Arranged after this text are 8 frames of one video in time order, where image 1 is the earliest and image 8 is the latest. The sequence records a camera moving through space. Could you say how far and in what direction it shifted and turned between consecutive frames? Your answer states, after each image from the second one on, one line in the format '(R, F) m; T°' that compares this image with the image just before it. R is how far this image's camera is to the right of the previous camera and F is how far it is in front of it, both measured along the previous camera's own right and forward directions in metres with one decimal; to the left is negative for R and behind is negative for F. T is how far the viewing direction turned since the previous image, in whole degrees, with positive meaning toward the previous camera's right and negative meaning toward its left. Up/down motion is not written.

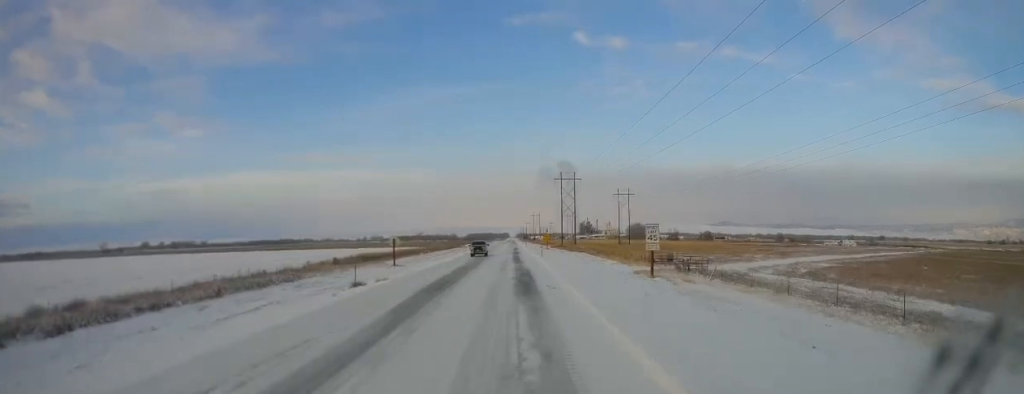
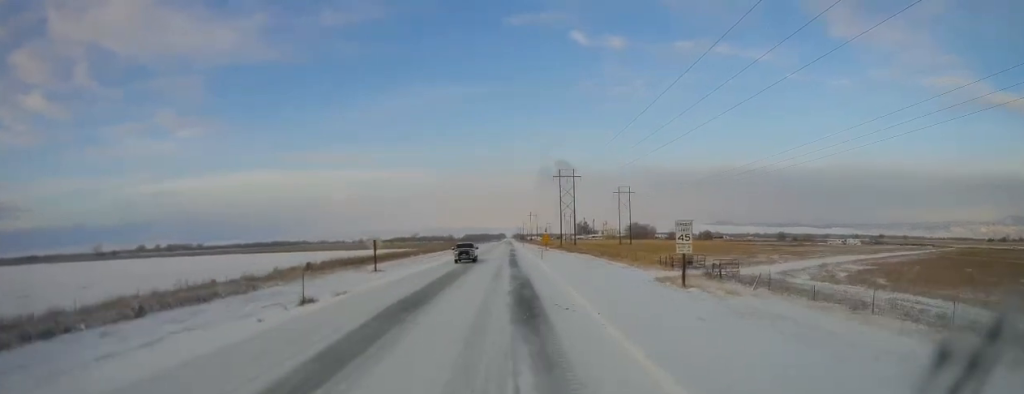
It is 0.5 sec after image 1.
(0.0, +7.8) m; 0°
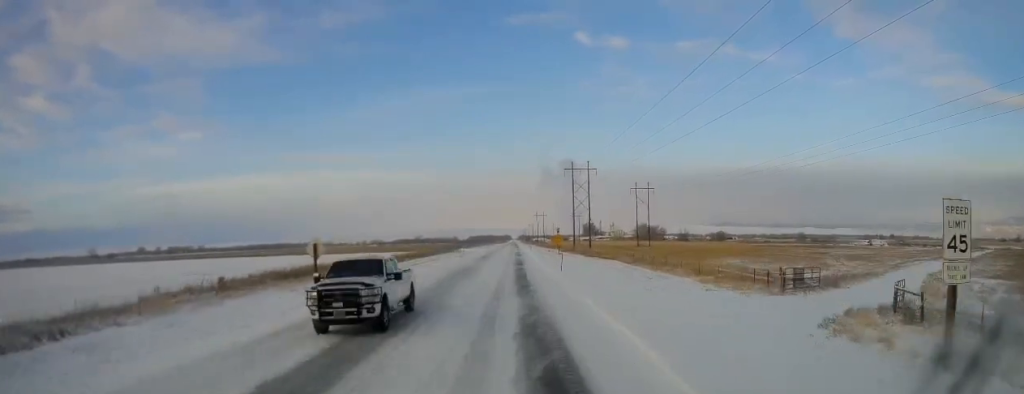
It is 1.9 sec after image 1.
(-0.1, +19.9) m; -1°
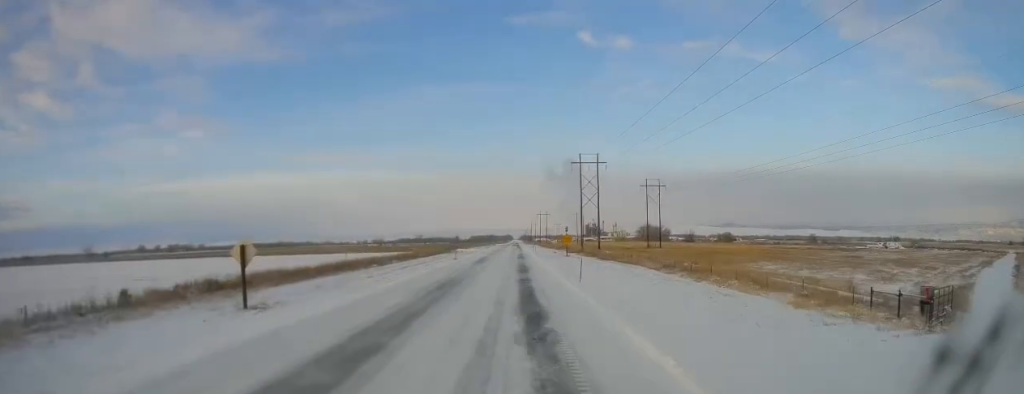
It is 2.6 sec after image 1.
(-0.3, +11.8) m; 0°
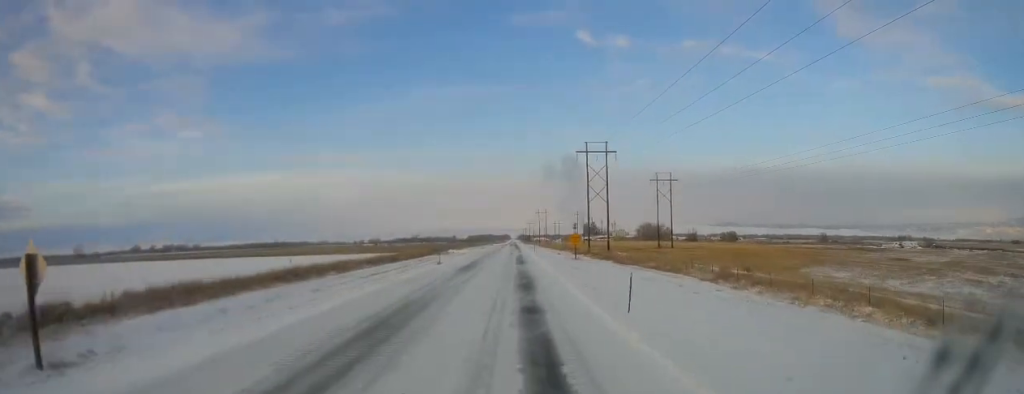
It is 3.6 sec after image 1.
(+0.3, +15.0) m; +1°
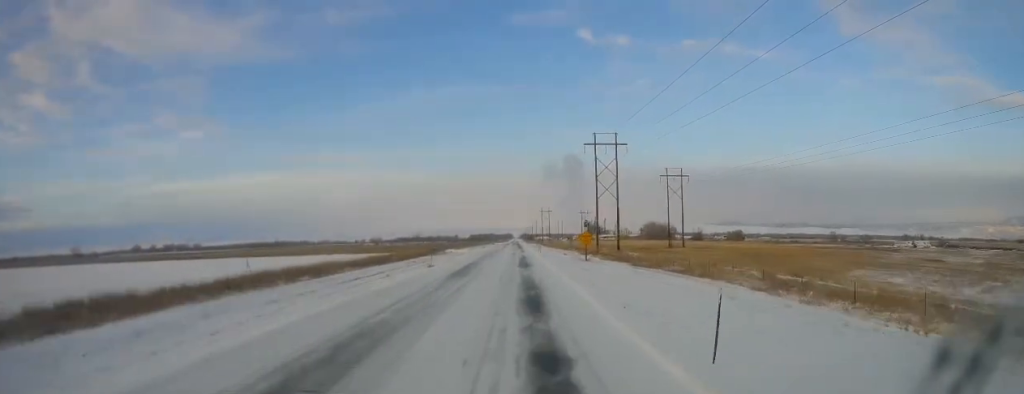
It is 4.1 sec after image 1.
(0.0, +8.4) m; 0°
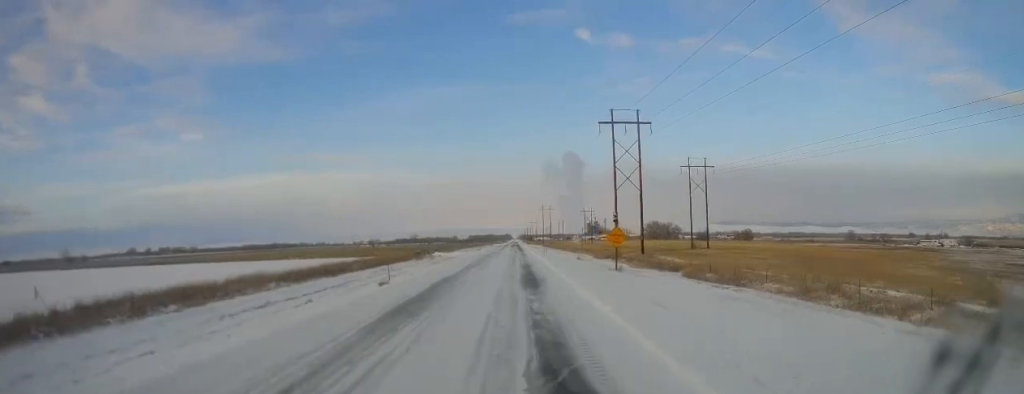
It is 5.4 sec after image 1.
(0.0, +19.6) m; 0°
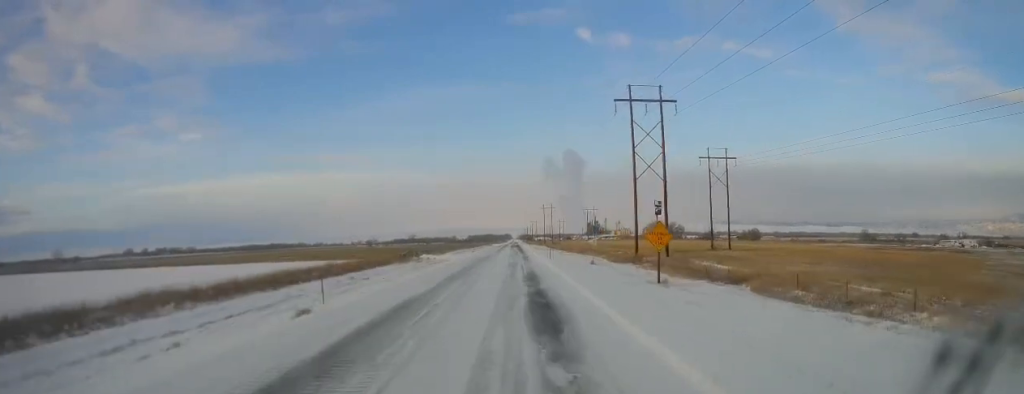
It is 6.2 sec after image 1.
(0.0, +13.6) m; -1°
